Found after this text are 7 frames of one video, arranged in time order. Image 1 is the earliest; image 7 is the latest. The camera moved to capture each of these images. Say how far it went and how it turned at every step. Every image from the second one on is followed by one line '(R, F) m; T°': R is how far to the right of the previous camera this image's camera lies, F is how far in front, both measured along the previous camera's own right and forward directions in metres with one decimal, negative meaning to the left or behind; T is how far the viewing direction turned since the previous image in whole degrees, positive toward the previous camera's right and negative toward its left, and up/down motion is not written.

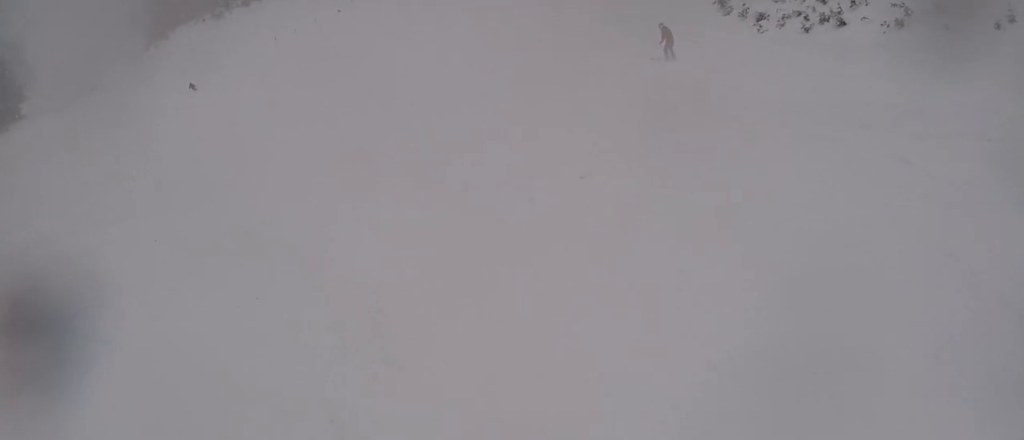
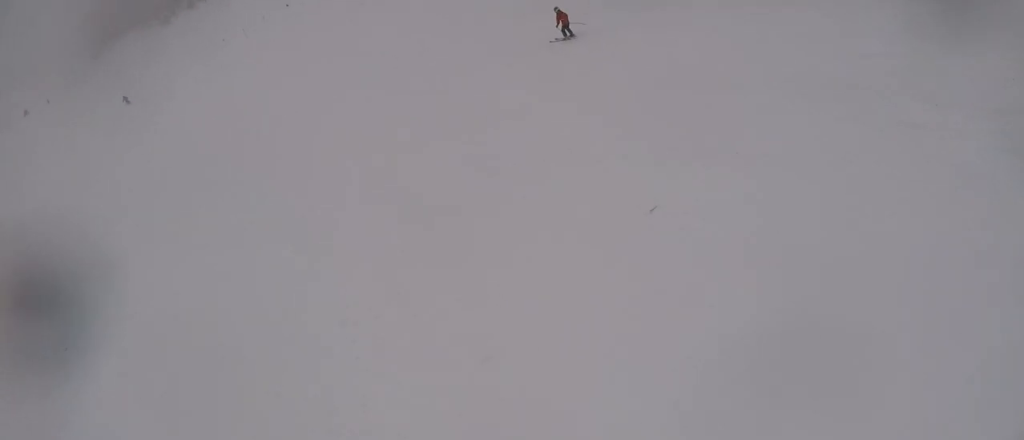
(+0.3, +2.0) m; +9°
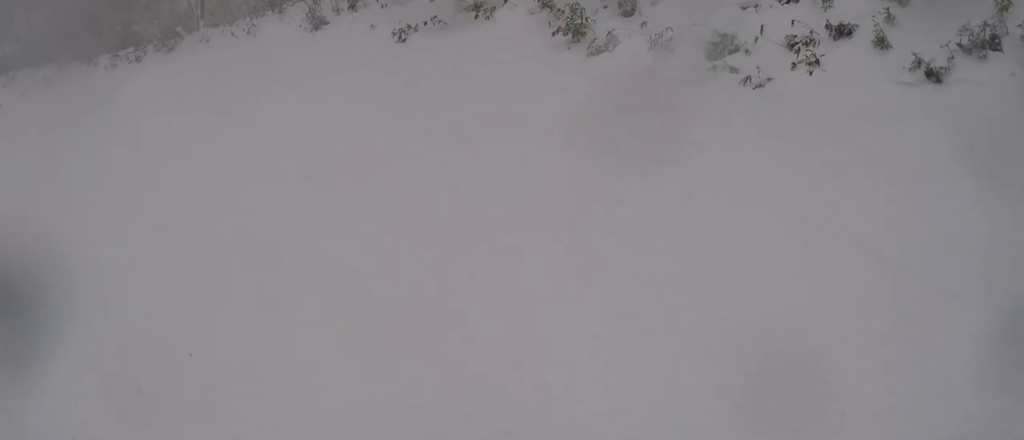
(+5.0, +15.8) m; +14°
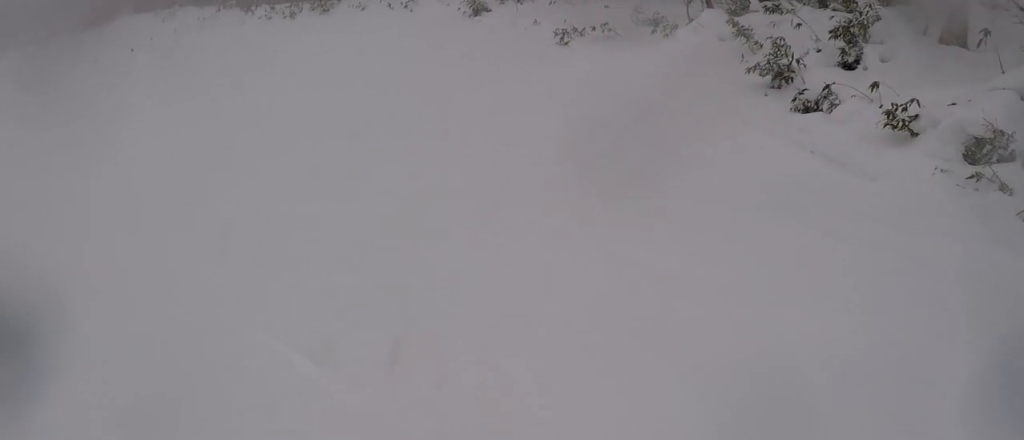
(-0.1, +3.1) m; -8°
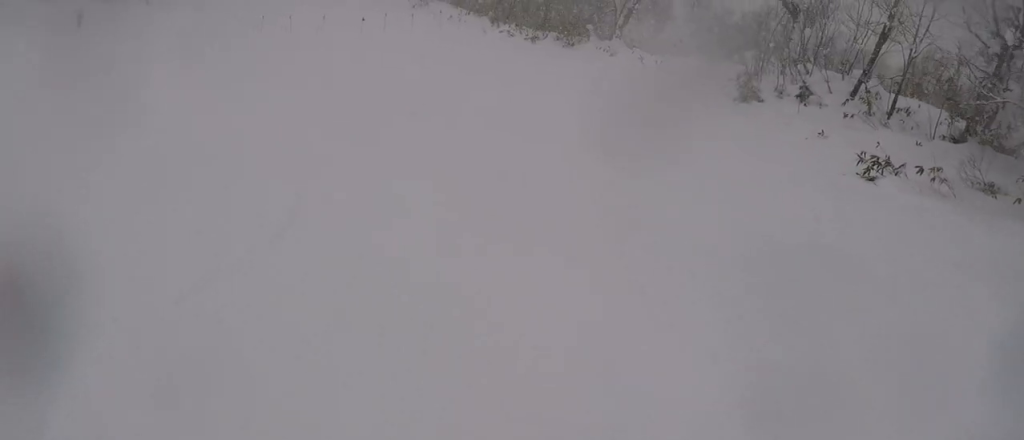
(-1.5, +7.8) m; -26°
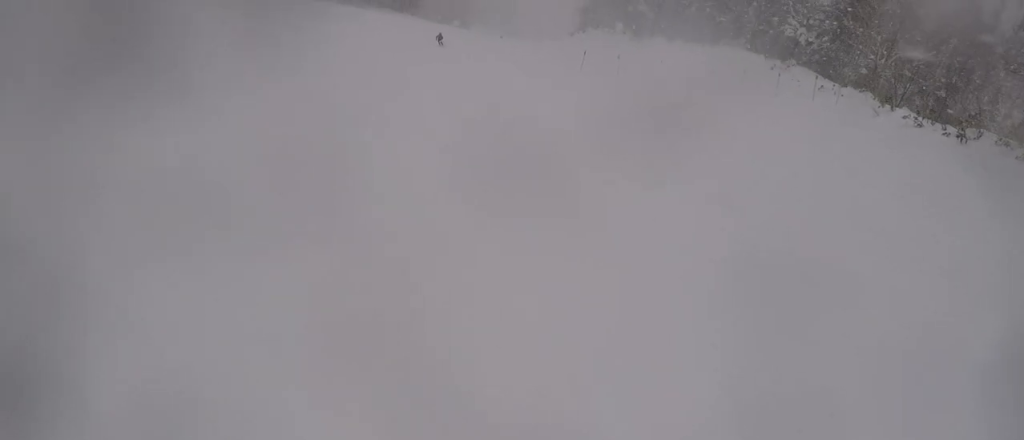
(-4.2, +11.1) m; -36°
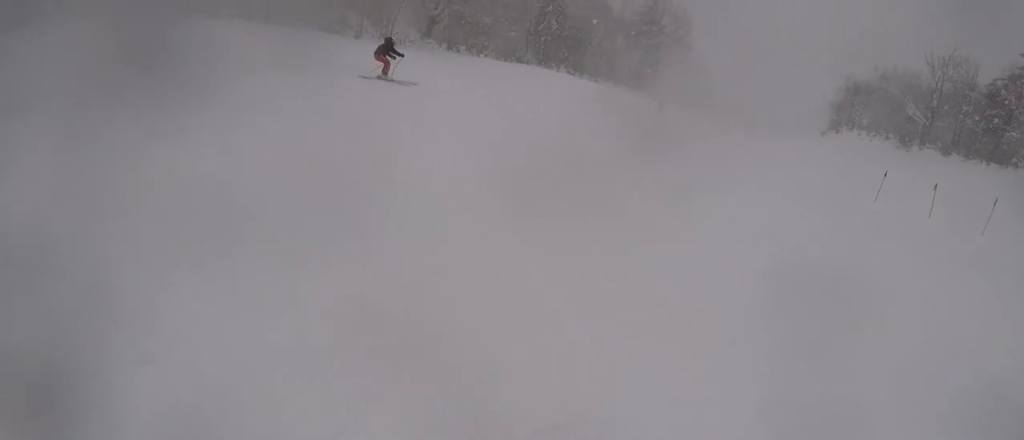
(-1.9, +10.2) m; -13°
